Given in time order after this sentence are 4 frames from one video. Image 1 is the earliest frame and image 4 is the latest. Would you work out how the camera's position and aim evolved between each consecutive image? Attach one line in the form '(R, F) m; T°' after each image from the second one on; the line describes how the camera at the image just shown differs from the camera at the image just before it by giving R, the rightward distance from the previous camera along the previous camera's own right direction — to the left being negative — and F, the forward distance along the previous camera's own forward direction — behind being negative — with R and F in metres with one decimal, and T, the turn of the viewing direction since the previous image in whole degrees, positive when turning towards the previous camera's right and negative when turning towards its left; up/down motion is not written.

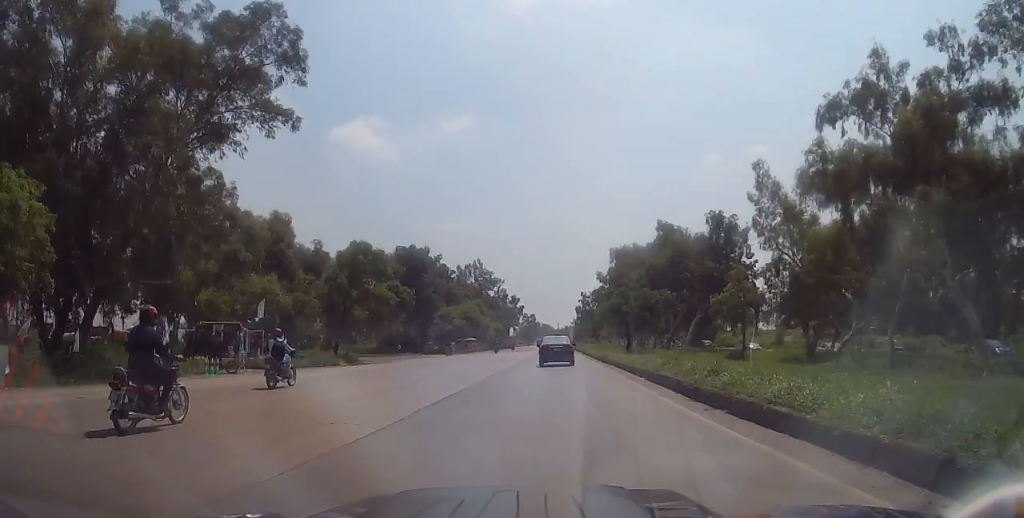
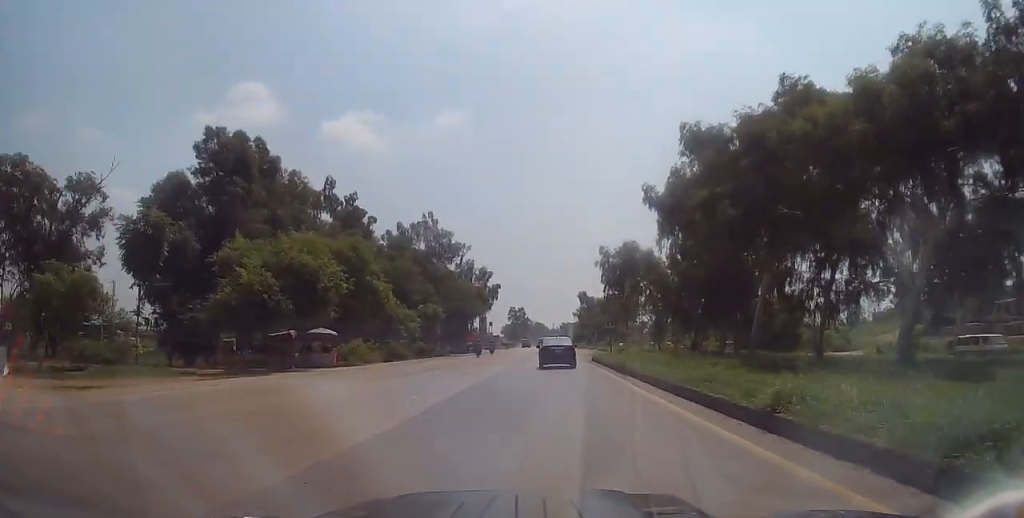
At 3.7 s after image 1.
(+2.6, +61.1) m; +2°
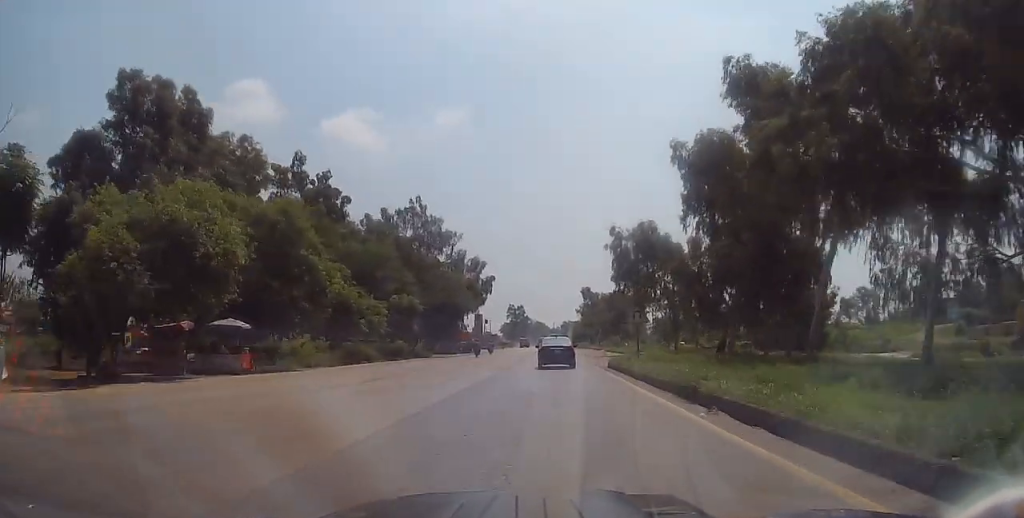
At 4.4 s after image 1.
(-0.2, +11.0) m; 0°
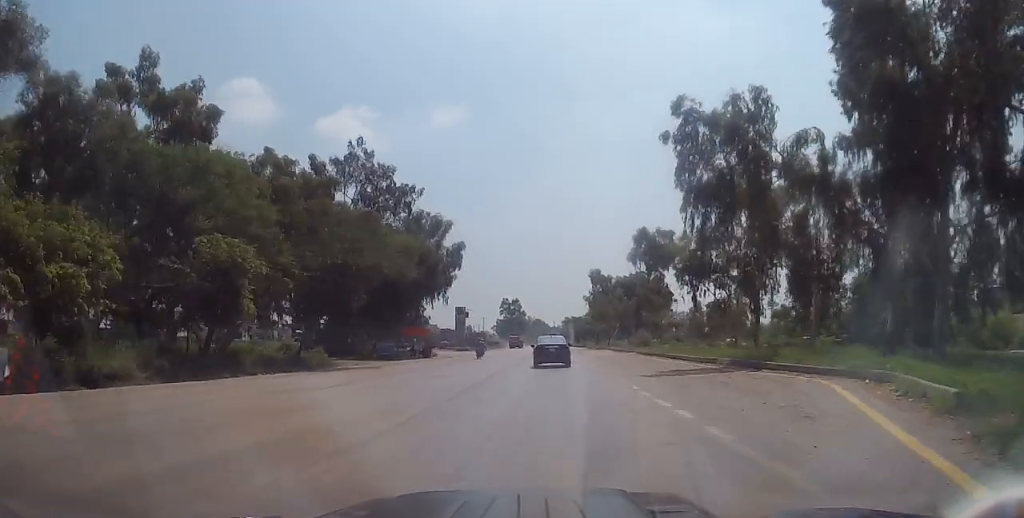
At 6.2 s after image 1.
(+0.3, +29.2) m; +2°
